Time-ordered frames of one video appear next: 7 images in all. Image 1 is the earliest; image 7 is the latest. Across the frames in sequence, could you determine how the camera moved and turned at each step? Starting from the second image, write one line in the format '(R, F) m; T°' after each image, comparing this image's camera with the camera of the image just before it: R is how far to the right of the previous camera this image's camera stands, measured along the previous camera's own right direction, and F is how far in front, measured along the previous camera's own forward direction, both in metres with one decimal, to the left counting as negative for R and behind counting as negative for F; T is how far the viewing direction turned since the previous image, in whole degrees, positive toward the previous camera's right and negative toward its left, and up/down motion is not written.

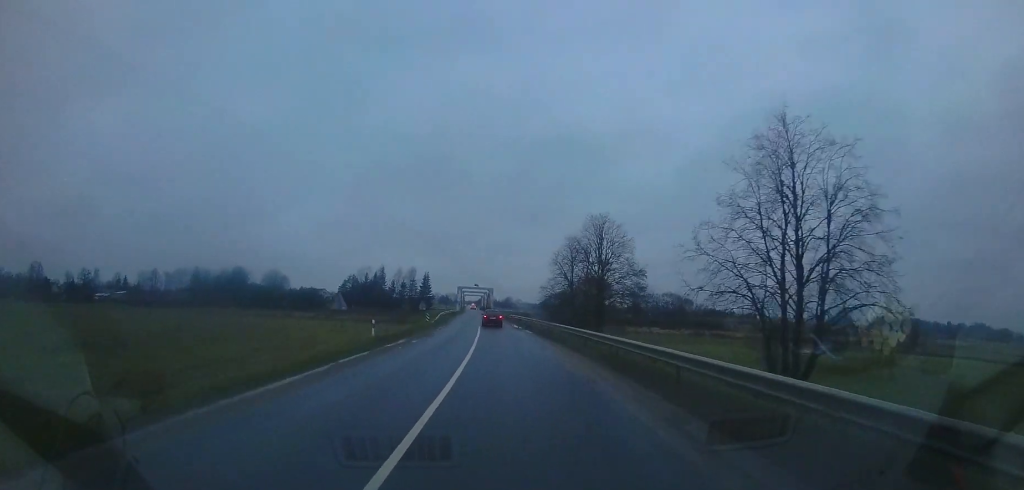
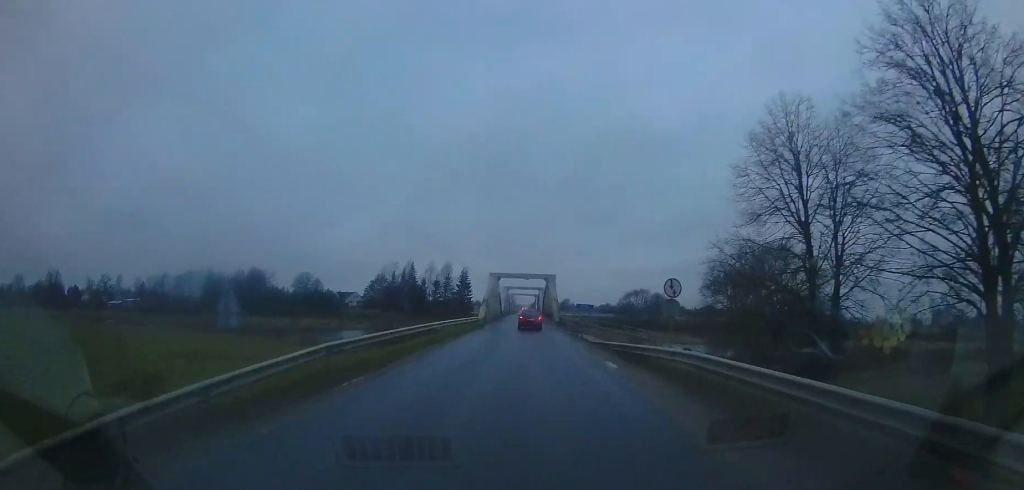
(-3.7, +35.3) m; -8°
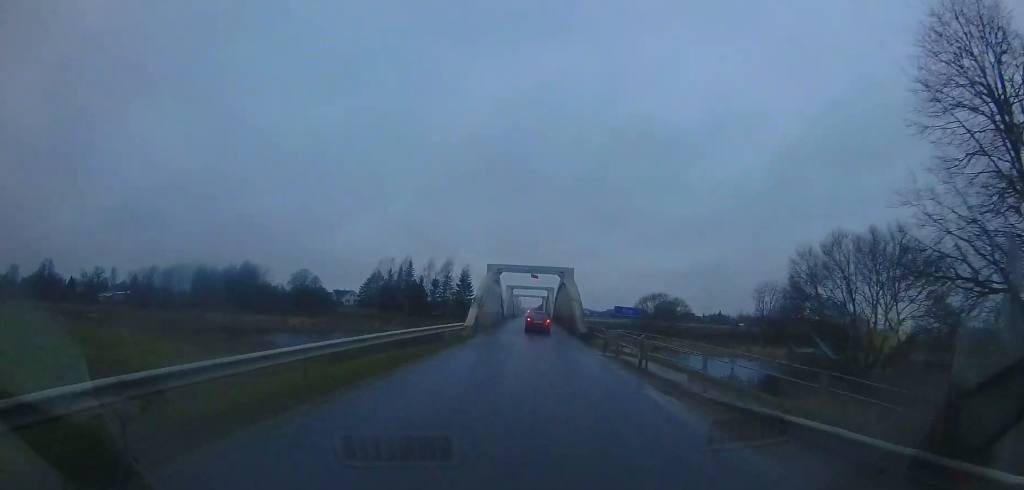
(-0.4, +9.9) m; +1°
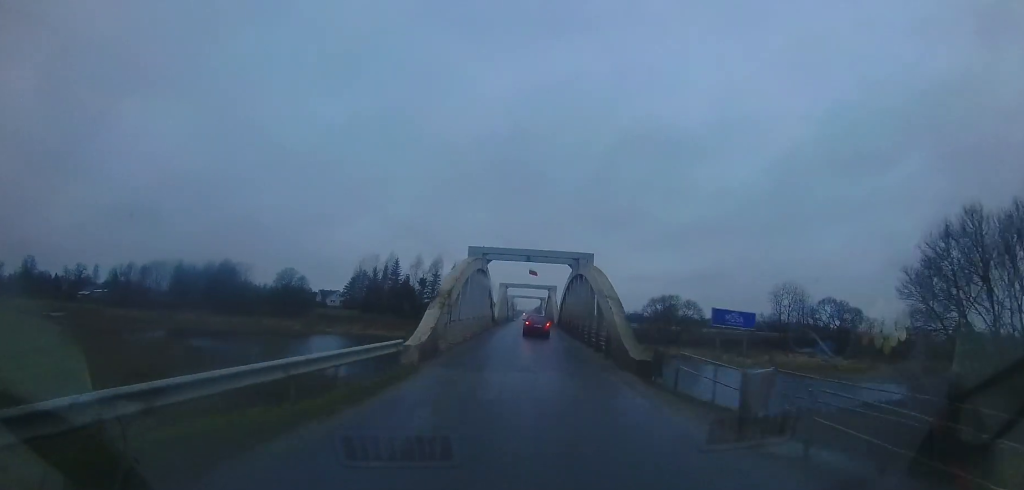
(+0.5, +9.7) m; +1°
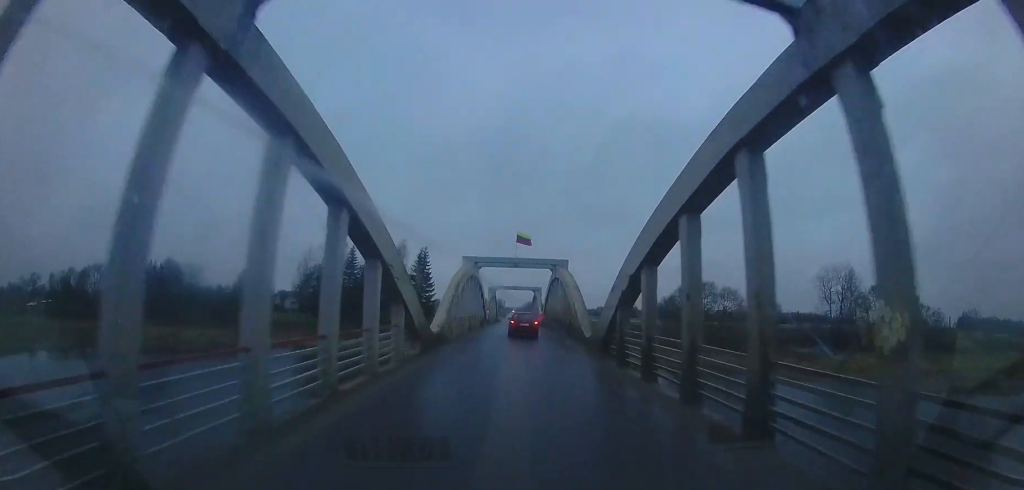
(+0.3, +21.8) m; 0°
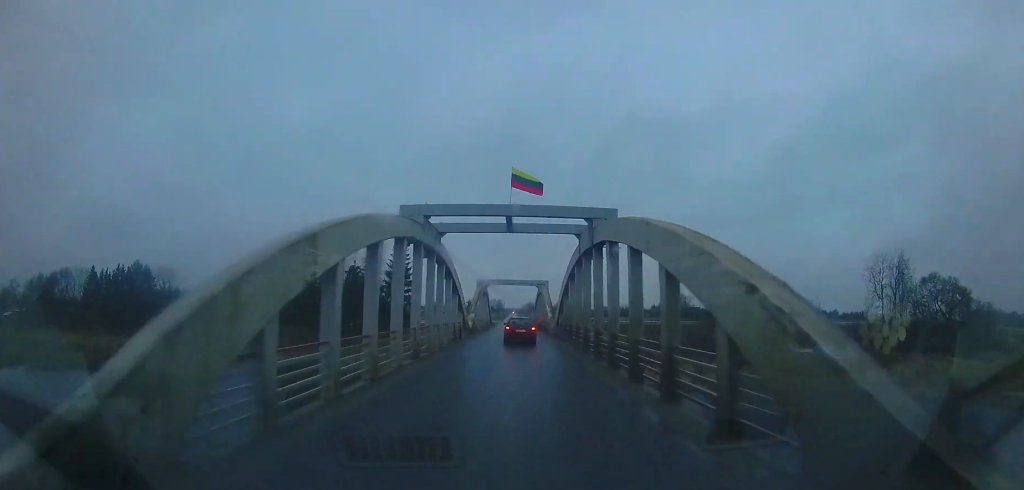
(-0.1, +13.4) m; 0°
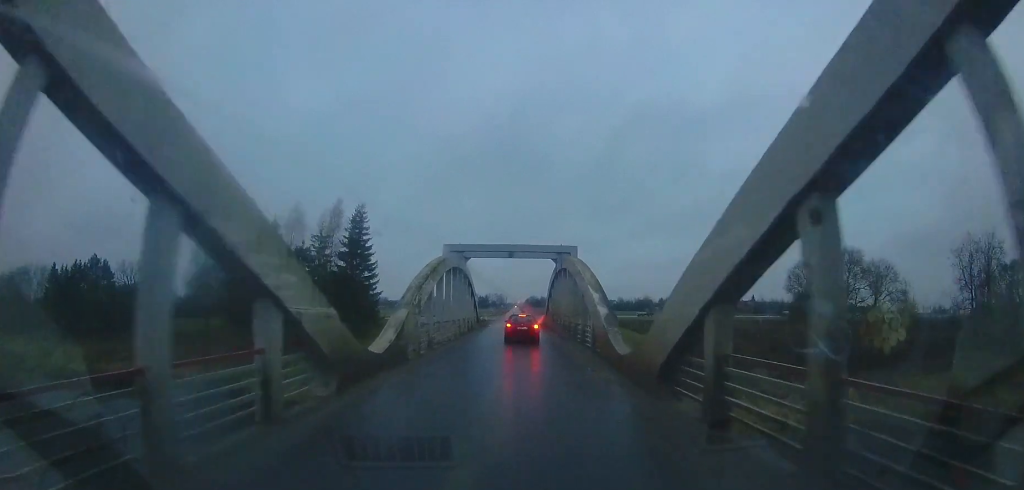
(0.0, +17.5) m; +1°
